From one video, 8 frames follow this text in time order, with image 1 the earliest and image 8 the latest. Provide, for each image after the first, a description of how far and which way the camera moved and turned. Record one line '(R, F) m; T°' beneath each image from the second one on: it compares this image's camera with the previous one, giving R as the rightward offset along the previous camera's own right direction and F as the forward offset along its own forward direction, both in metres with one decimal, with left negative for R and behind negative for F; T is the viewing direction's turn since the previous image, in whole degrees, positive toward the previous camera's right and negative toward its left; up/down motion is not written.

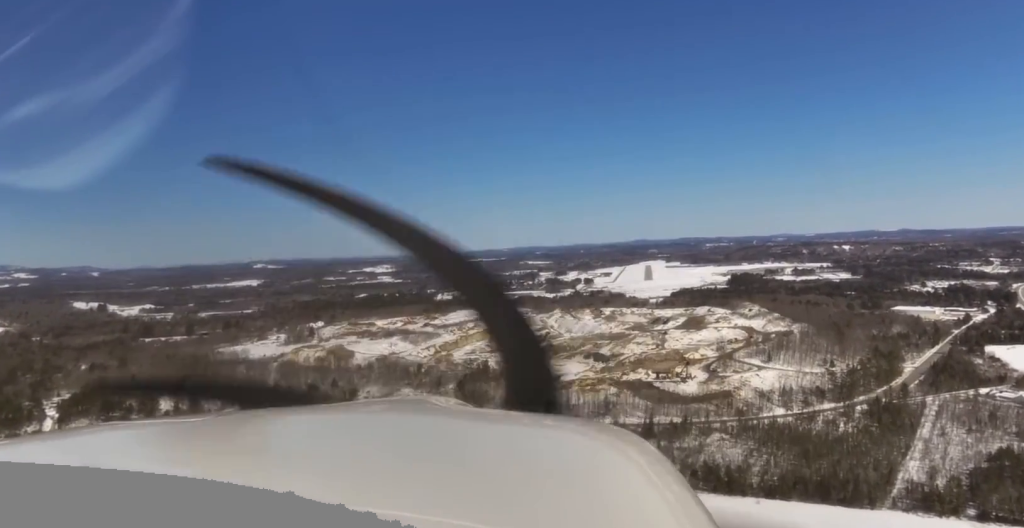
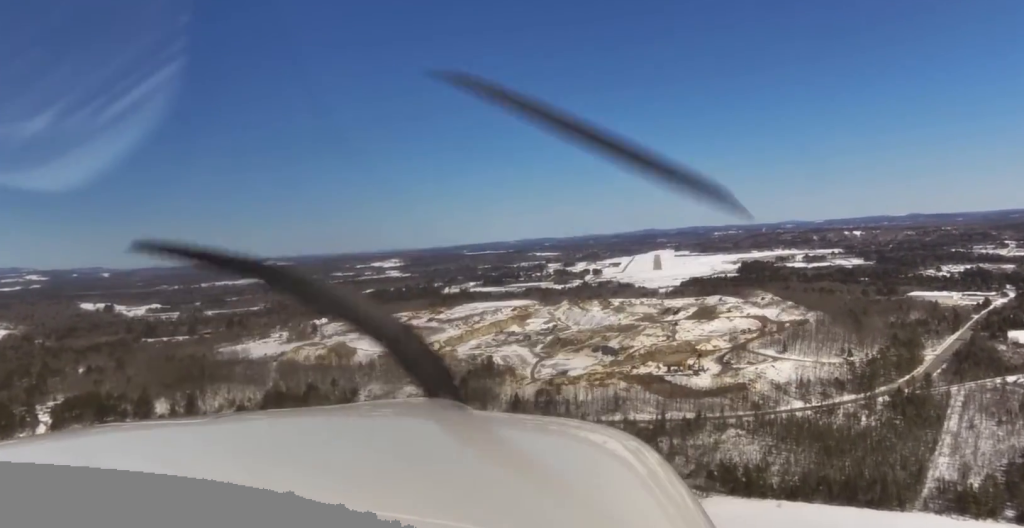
(-0.1, +28.2) m; +1°
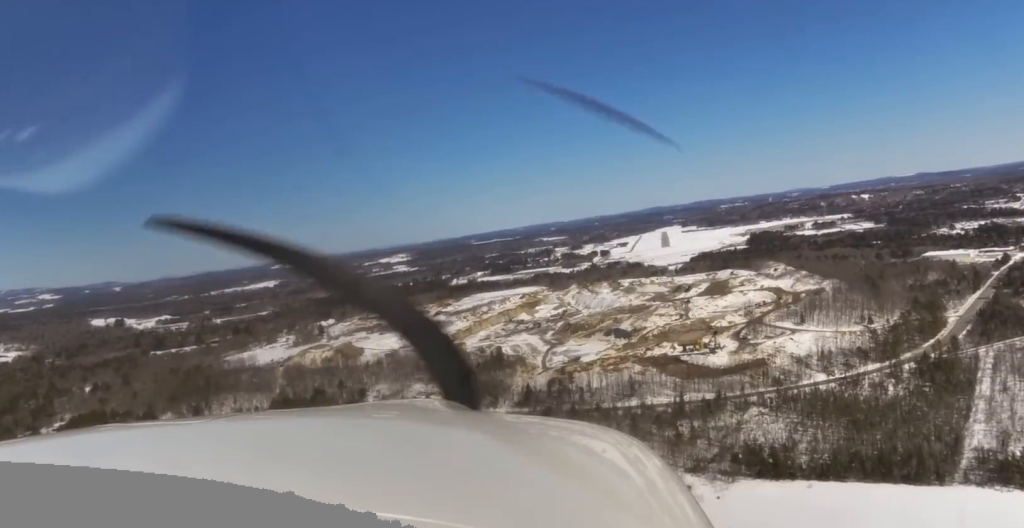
(+0.3, +23.2) m; +2°
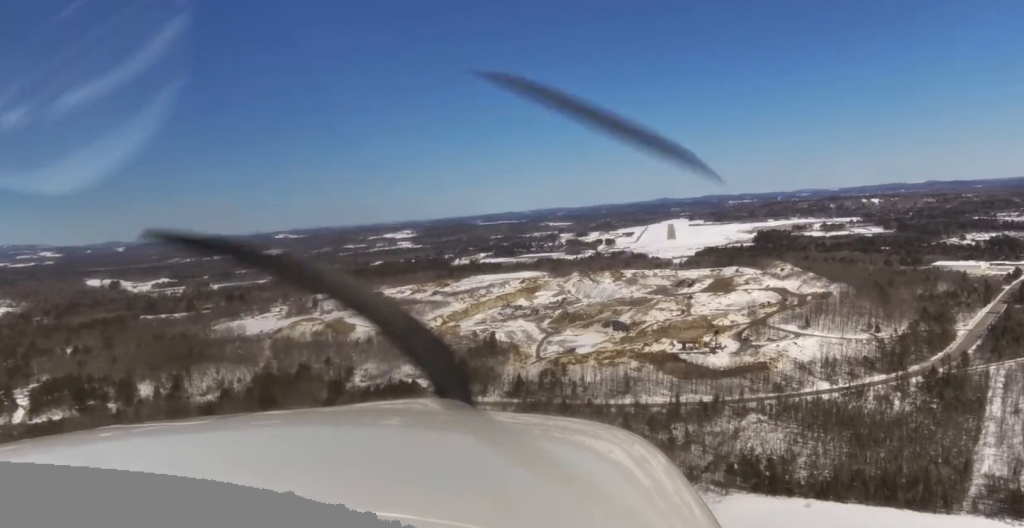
(+0.4, +24.2) m; -1°
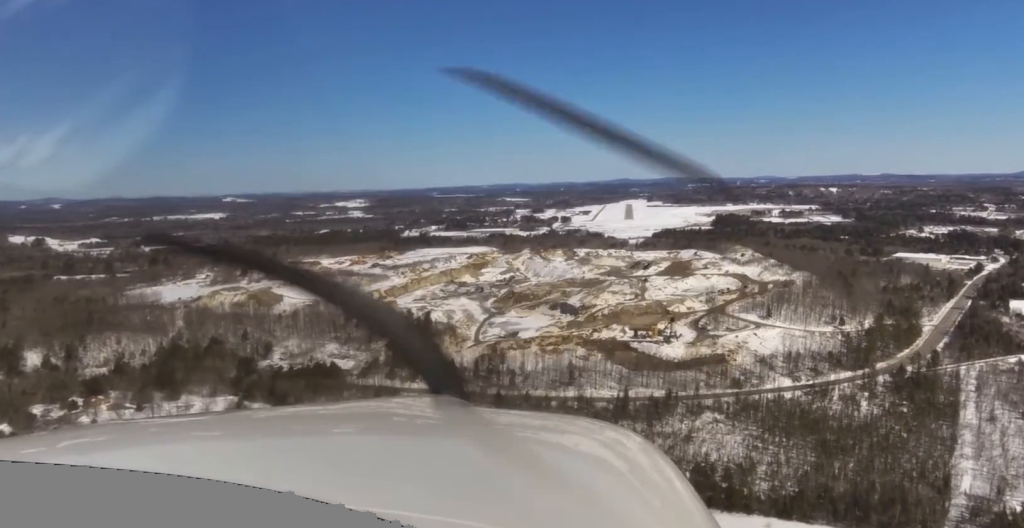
(-1.5, +53.1) m; -1°
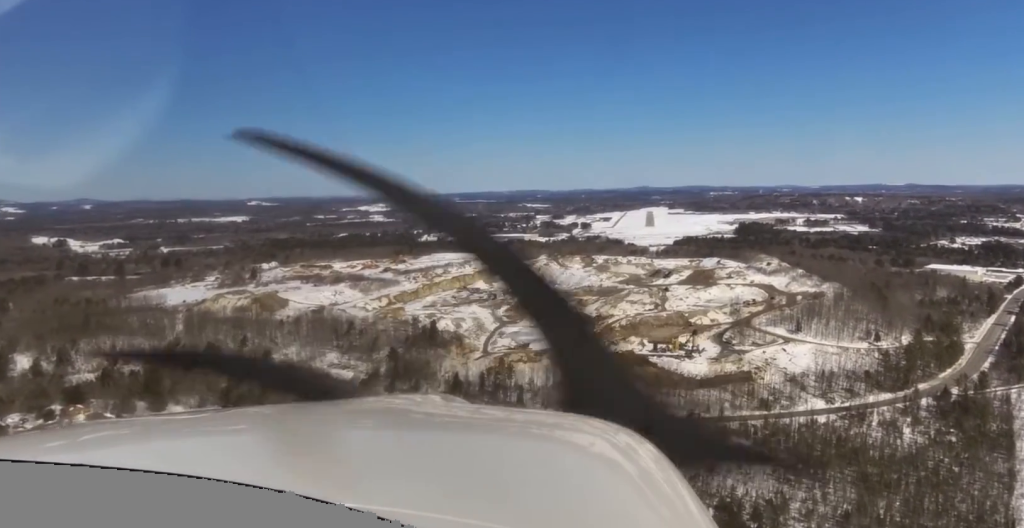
(+1.0, +37.6) m; +2°
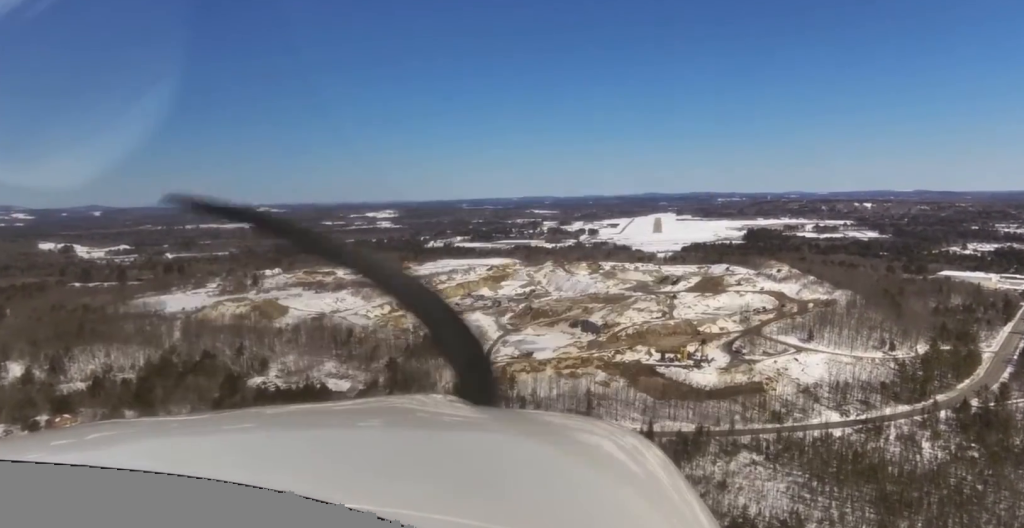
(+0.3, +15.8) m; 0°
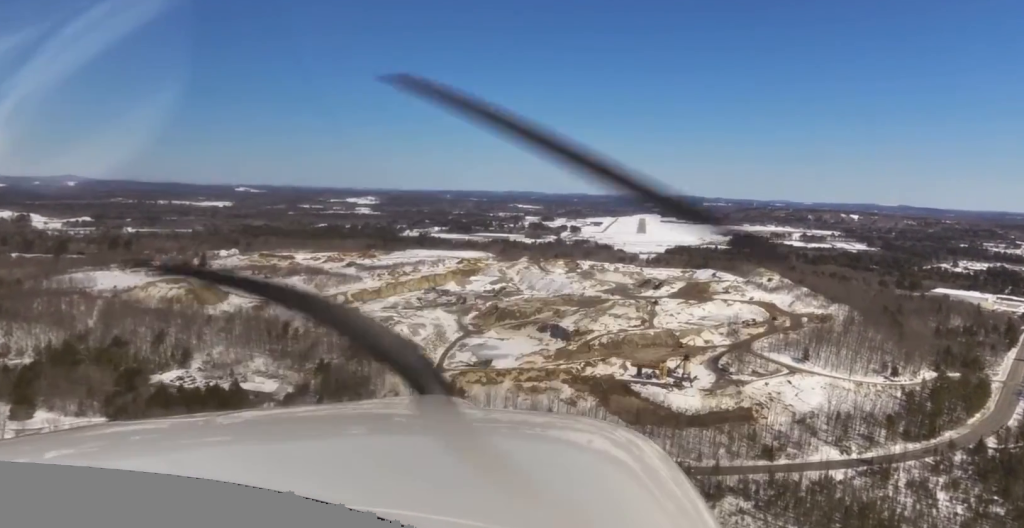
(0.0, +64.1) m; 0°
